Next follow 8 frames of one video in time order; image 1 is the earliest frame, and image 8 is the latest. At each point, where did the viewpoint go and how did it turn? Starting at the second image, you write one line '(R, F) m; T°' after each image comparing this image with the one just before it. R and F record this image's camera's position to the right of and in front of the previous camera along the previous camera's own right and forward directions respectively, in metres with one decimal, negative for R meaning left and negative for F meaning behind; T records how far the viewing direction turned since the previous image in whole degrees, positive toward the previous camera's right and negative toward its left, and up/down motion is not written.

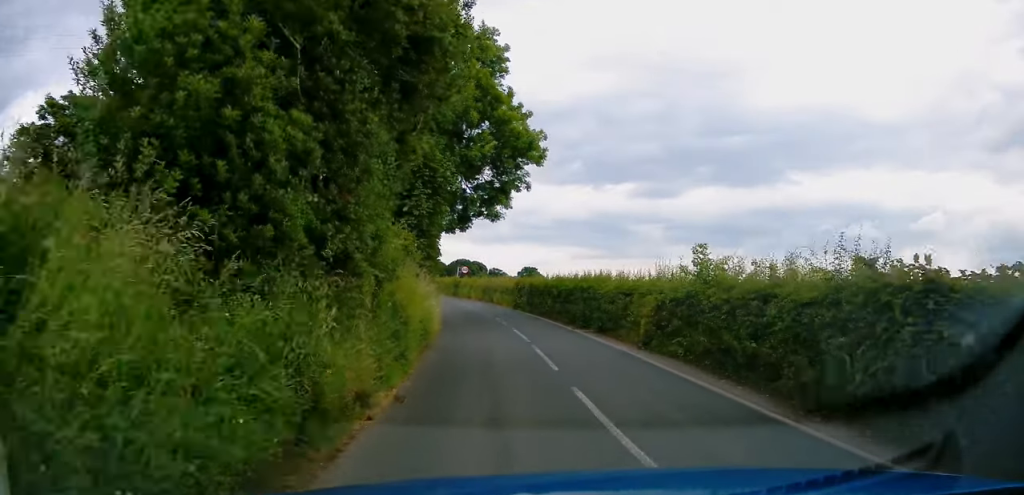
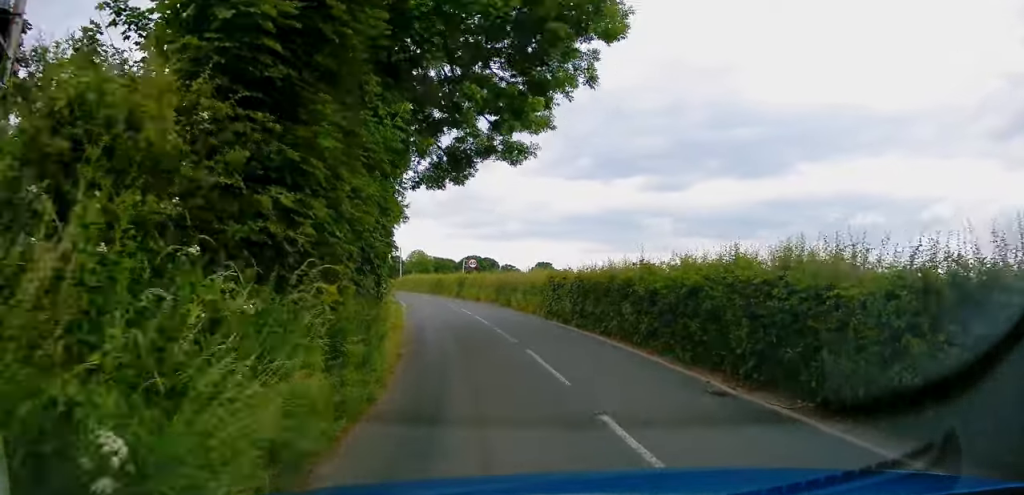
(+0.1, +13.6) m; -2°
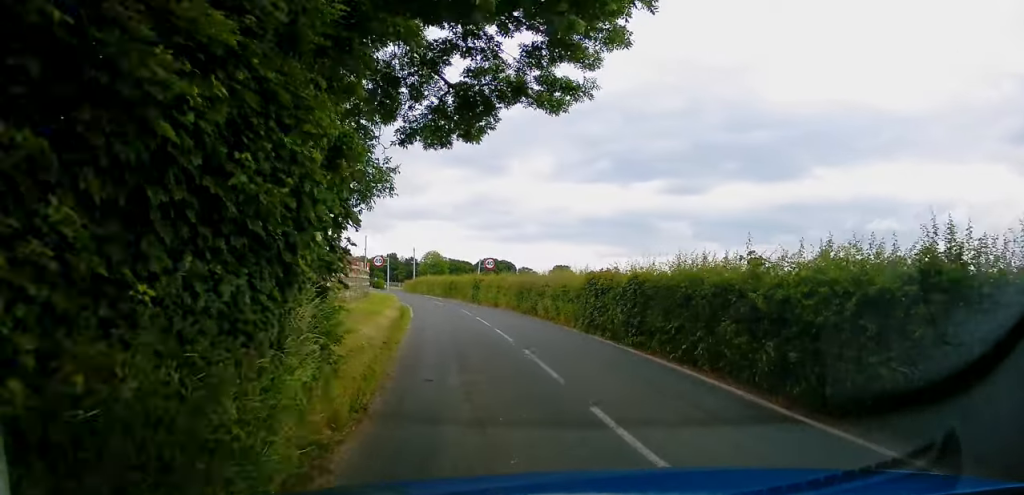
(-0.1, +5.1) m; -2°
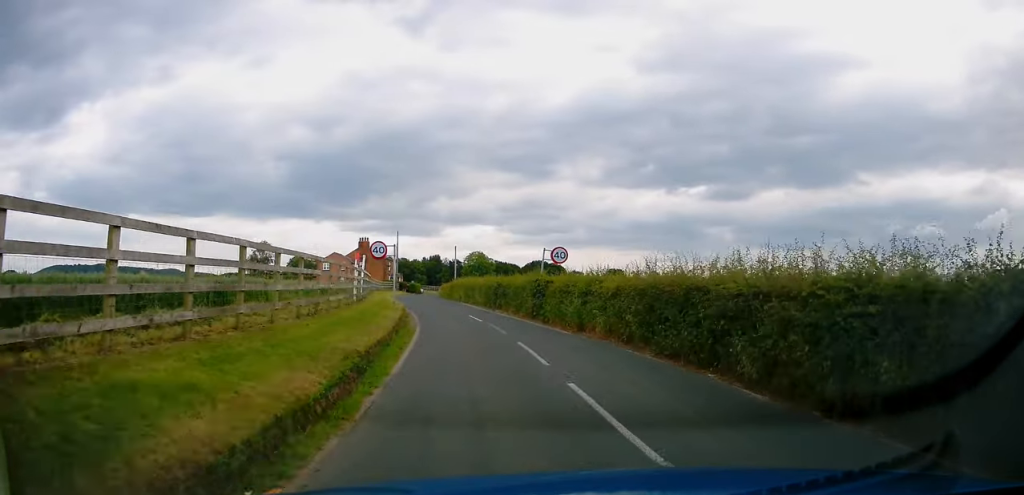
(-0.5, +16.1) m; -4°
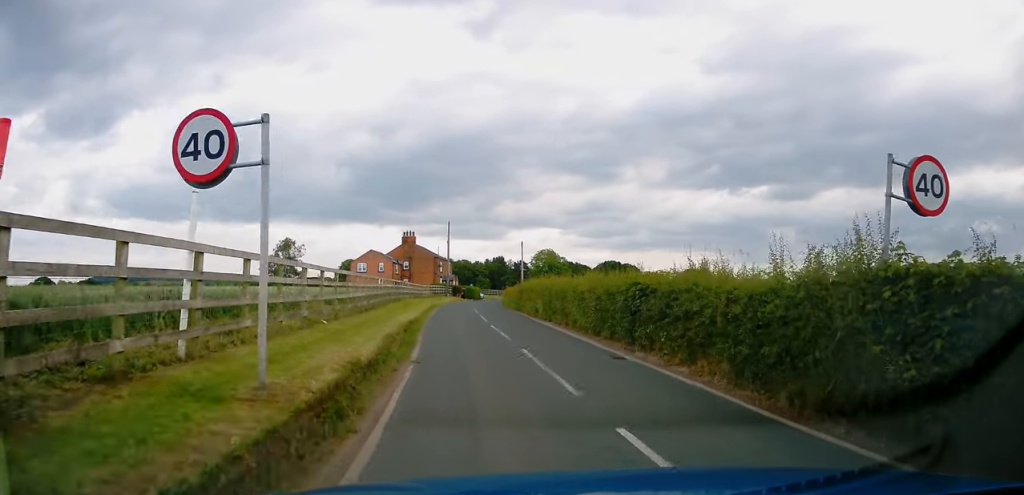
(-0.9, +19.8) m; -5°
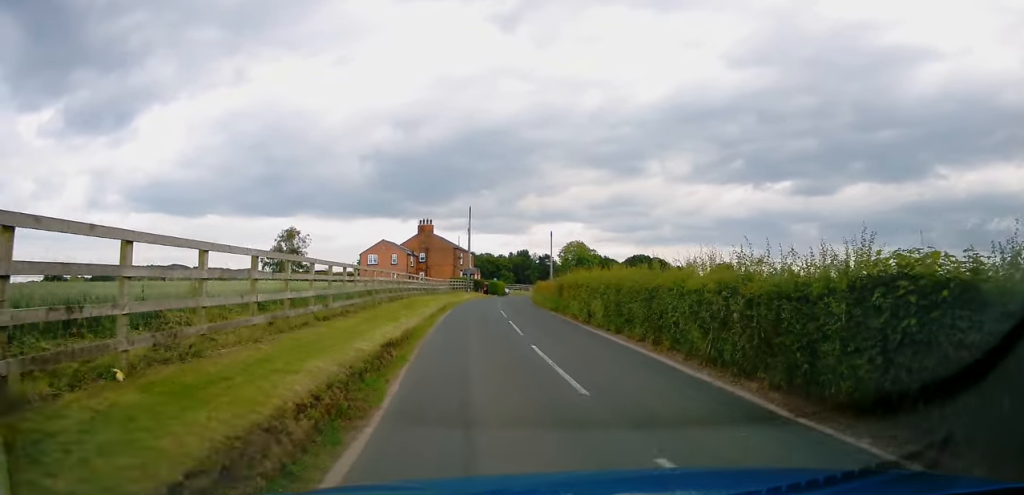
(-0.1, +9.1) m; -2°
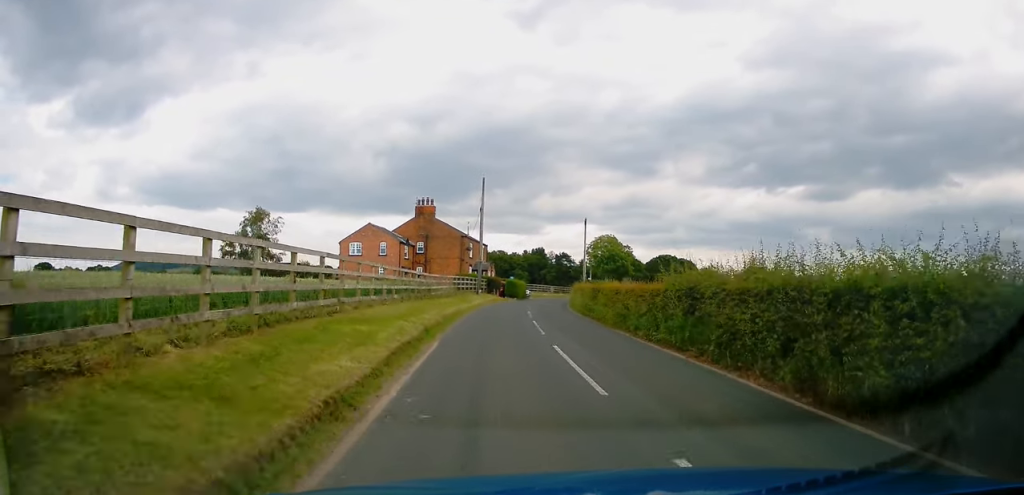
(-0.4, +18.1) m; 0°
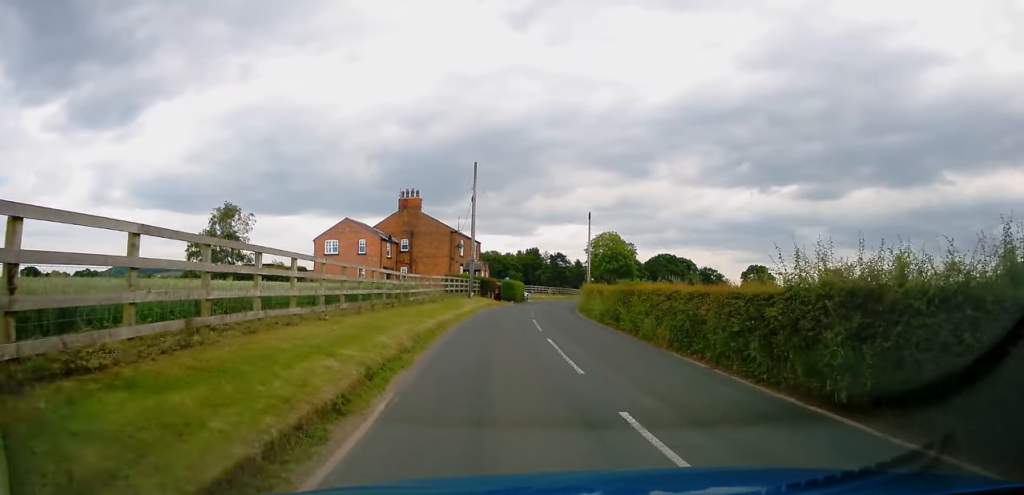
(+0.3, +7.1) m; +1°
